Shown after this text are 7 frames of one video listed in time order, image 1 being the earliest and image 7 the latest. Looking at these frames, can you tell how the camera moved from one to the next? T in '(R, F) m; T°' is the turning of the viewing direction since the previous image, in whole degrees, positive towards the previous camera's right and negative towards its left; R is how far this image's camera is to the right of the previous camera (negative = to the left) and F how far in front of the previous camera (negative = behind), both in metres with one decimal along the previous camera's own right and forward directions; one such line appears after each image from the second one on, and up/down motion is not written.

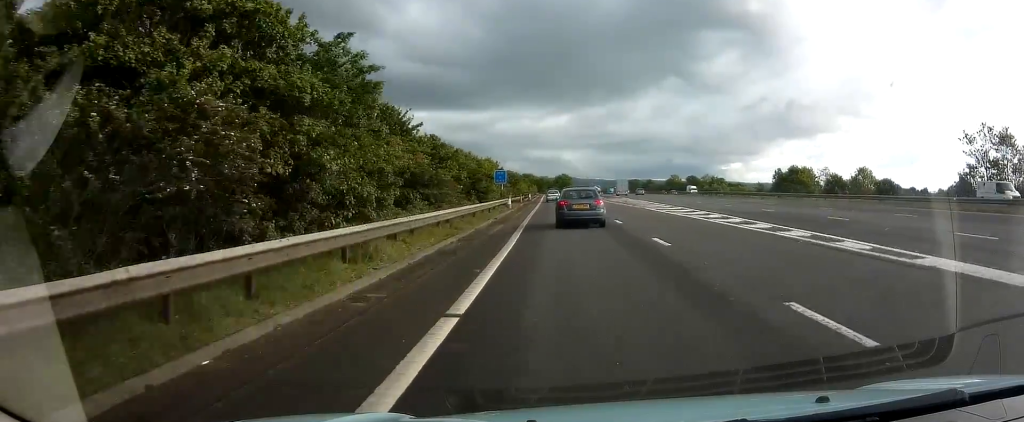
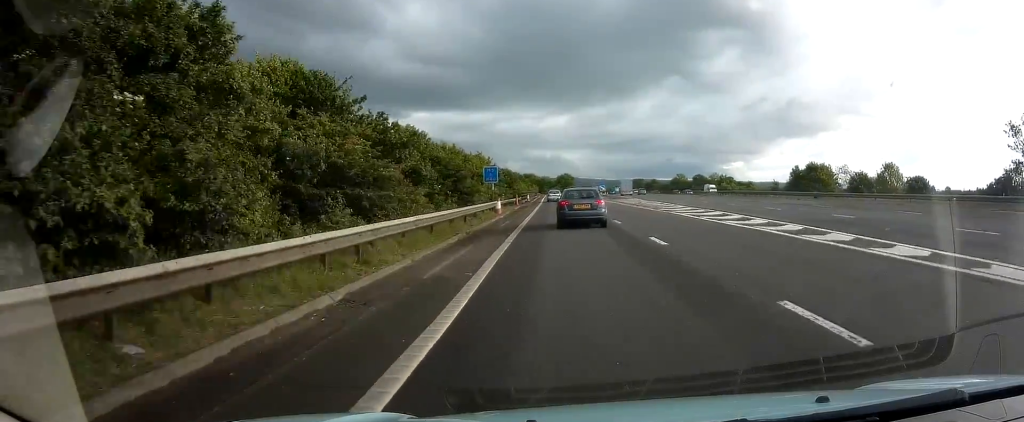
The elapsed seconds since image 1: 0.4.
(+0.1, +8.8) m; 0°
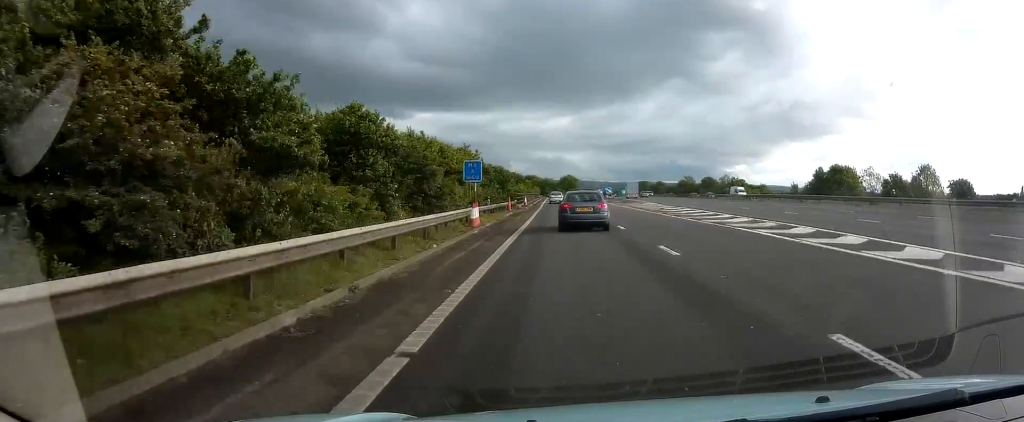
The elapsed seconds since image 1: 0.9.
(+0.1, +10.2) m; 0°
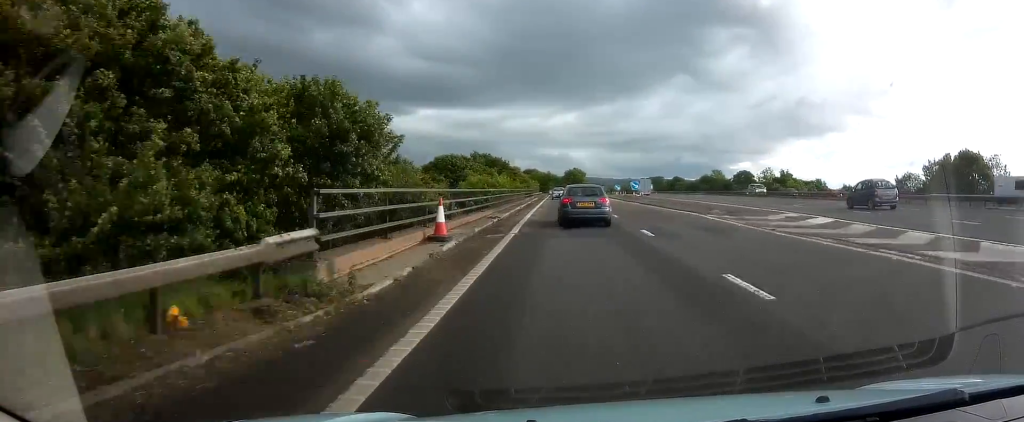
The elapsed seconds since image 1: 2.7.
(-0.1, +40.3) m; 0°
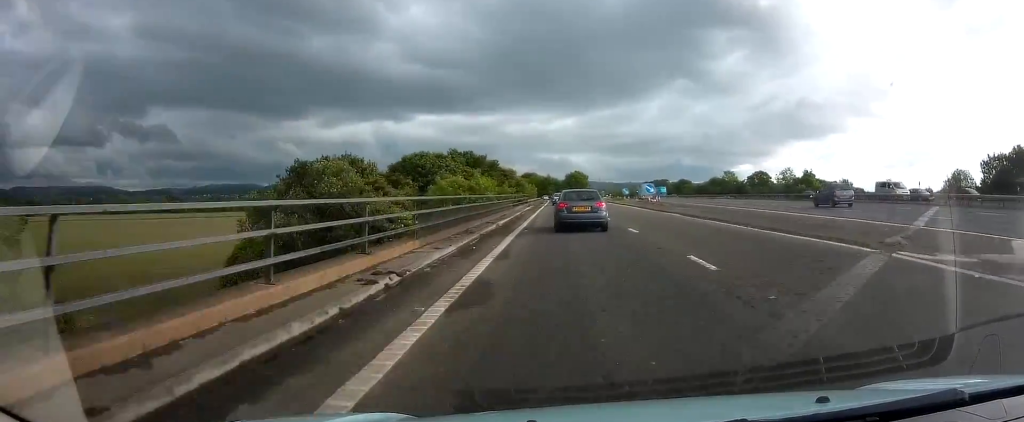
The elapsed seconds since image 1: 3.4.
(0.0, +15.0) m; 0°
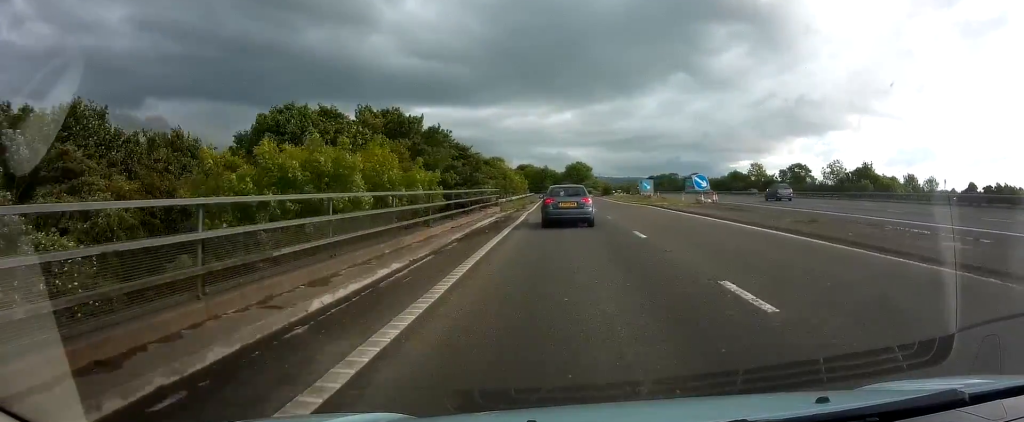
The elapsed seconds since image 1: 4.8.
(0.0, +29.0) m; 0°
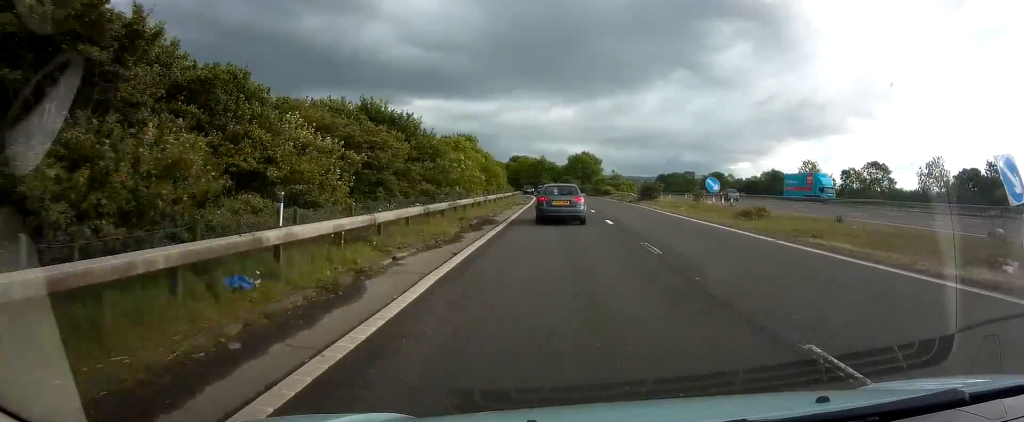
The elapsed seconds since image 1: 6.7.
(+0.1, +37.6) m; 0°
